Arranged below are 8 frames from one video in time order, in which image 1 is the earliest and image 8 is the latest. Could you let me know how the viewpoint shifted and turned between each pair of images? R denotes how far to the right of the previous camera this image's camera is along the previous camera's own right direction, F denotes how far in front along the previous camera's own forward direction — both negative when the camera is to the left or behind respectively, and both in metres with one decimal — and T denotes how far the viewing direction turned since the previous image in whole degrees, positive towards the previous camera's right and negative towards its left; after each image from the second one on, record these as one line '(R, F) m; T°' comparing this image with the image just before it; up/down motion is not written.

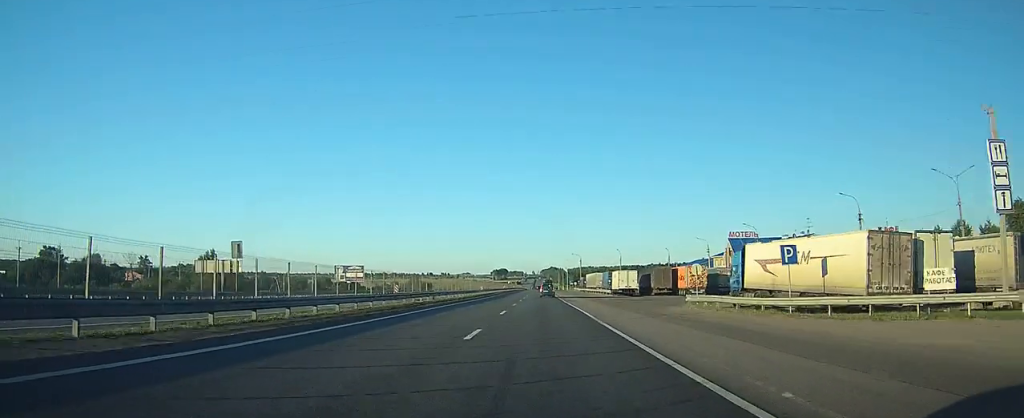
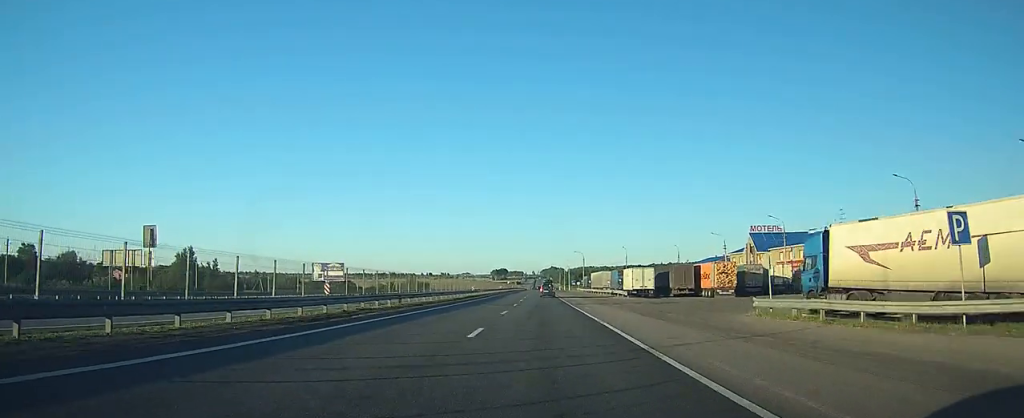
(0.0, +11.5) m; 0°
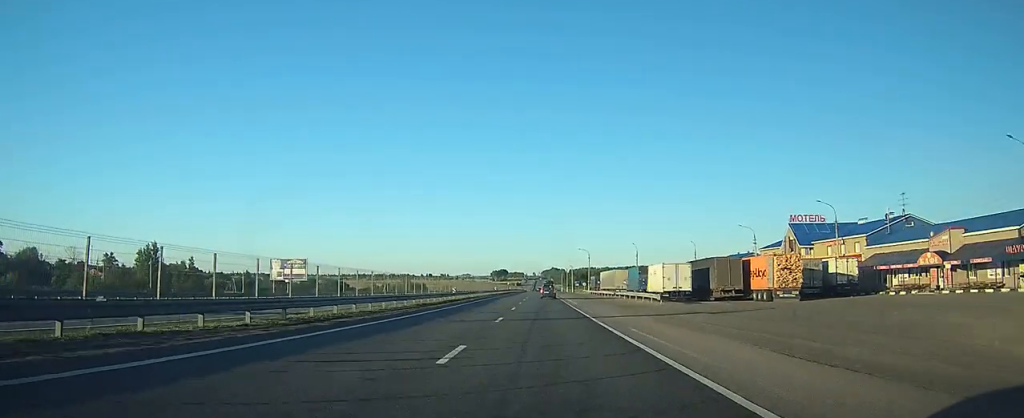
(0.0, +16.4) m; 0°
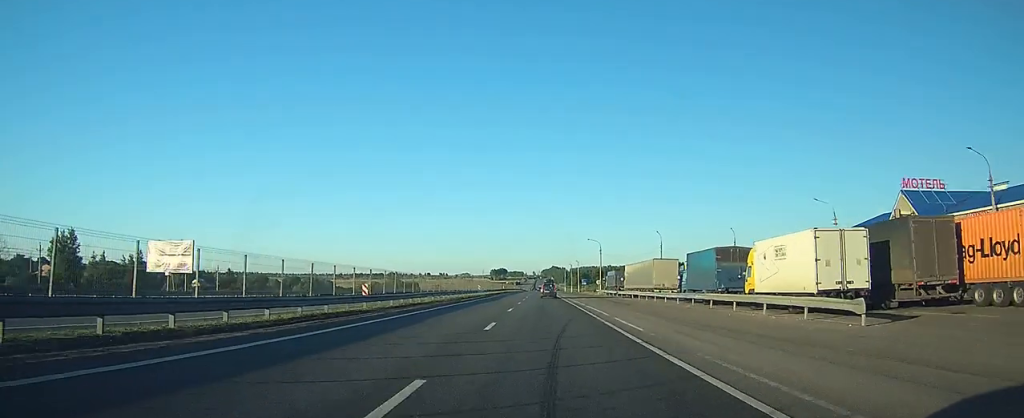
(0.0, +28.8) m; 0°
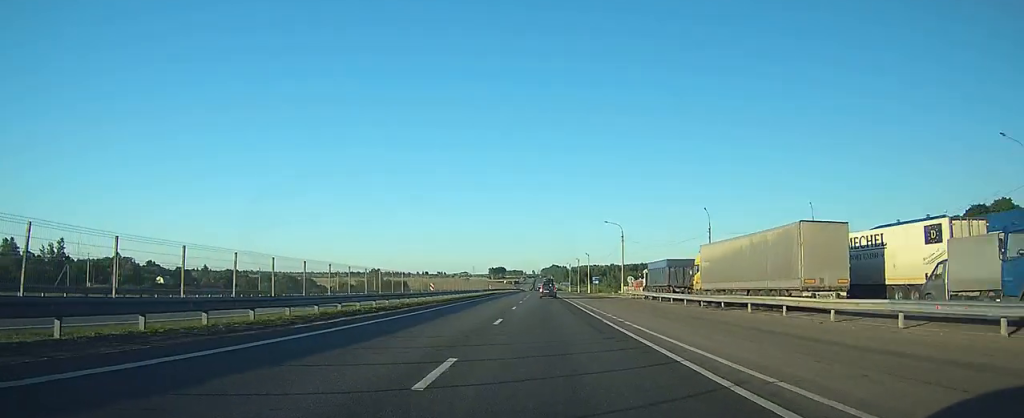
(-0.1, +33.7) m; 0°
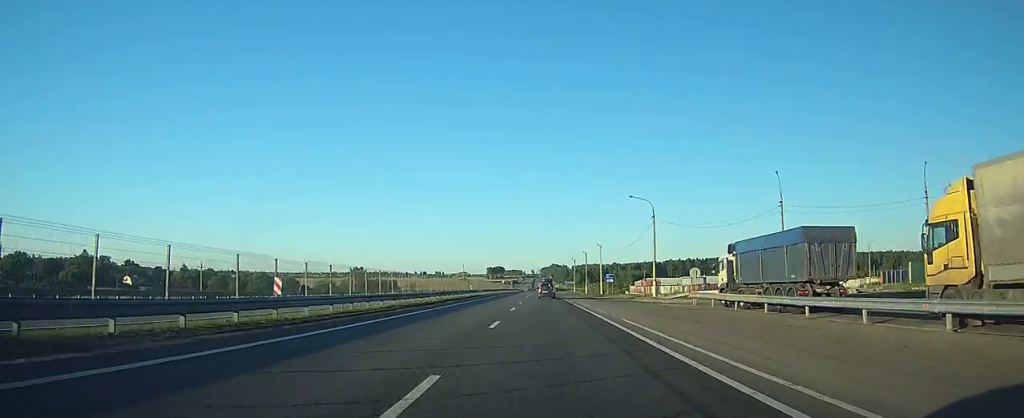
(-0.1, +26.3) m; 0°
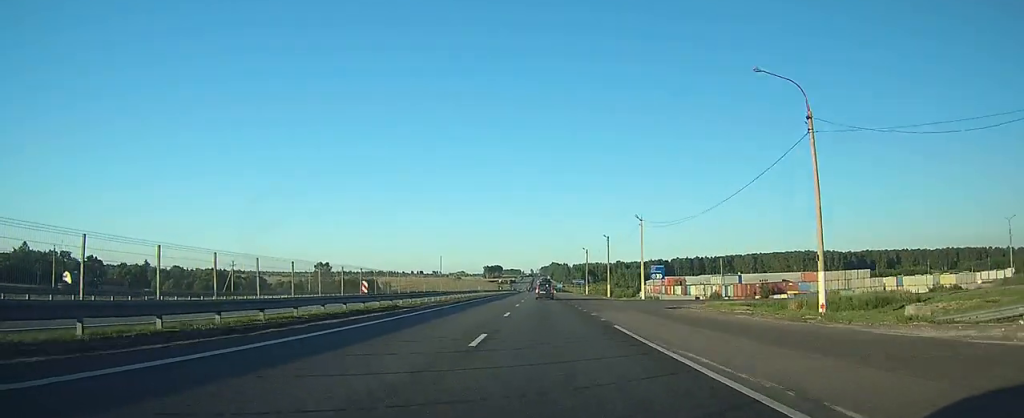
(+0.1, +41.9) m; 0°
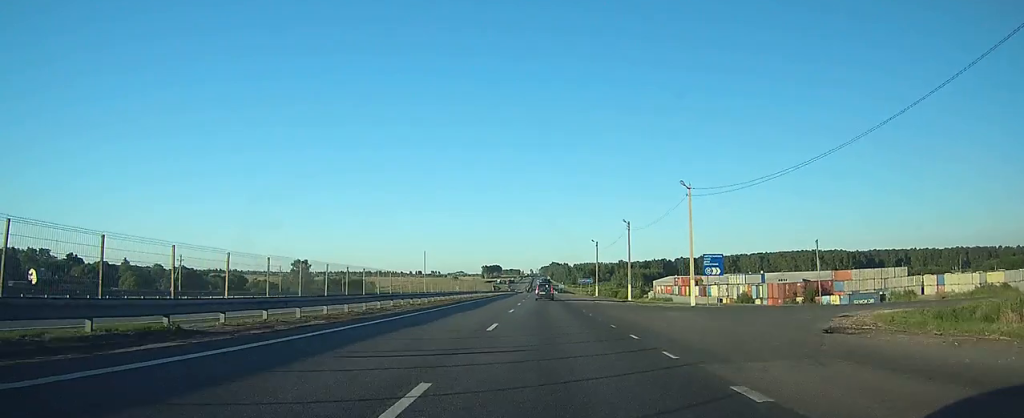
(+0.1, +20.4) m; 0°
